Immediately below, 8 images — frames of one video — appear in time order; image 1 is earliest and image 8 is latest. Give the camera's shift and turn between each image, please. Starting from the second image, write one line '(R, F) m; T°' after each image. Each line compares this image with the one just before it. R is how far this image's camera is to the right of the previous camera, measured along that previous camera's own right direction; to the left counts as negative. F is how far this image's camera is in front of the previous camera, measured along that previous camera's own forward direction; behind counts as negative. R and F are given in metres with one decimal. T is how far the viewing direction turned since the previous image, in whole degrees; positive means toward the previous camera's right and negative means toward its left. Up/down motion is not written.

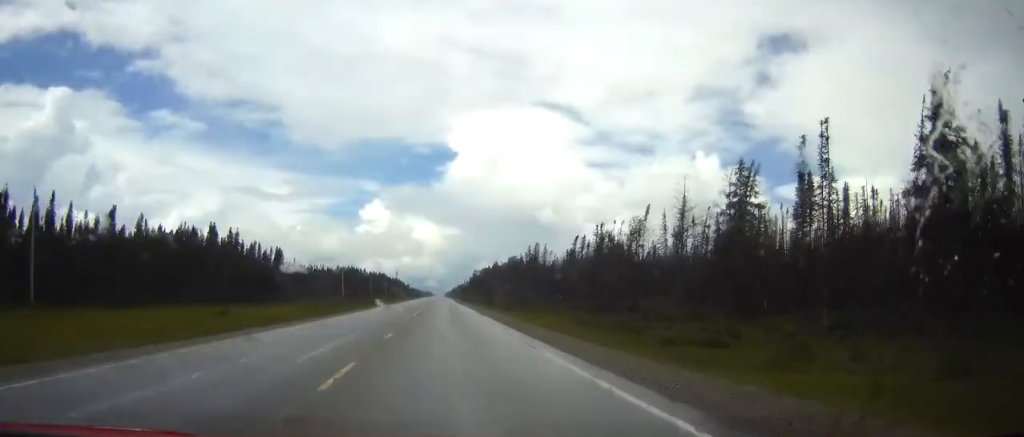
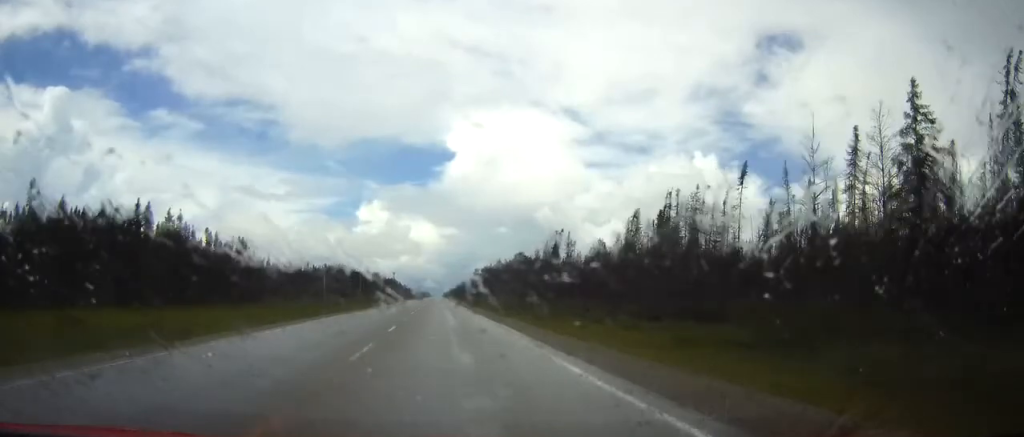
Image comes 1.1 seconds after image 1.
(0.0, +32.7) m; 0°
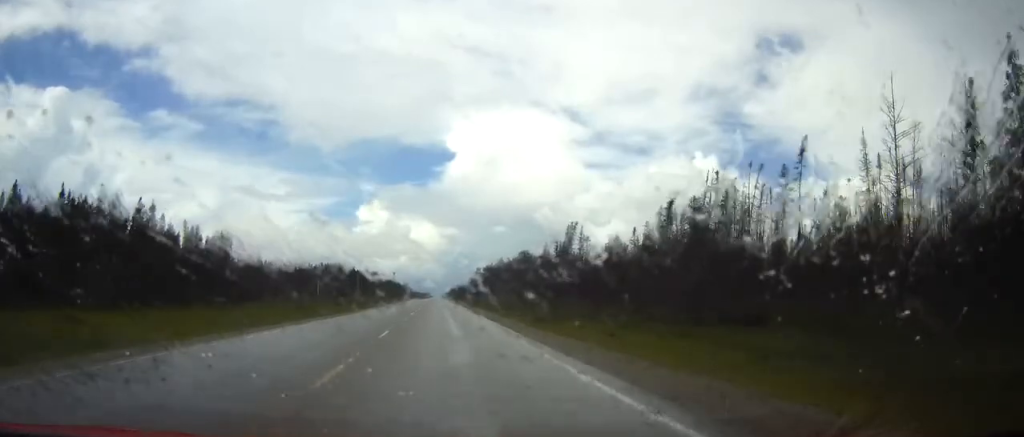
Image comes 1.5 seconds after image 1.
(0.0, +11.9) m; 0°
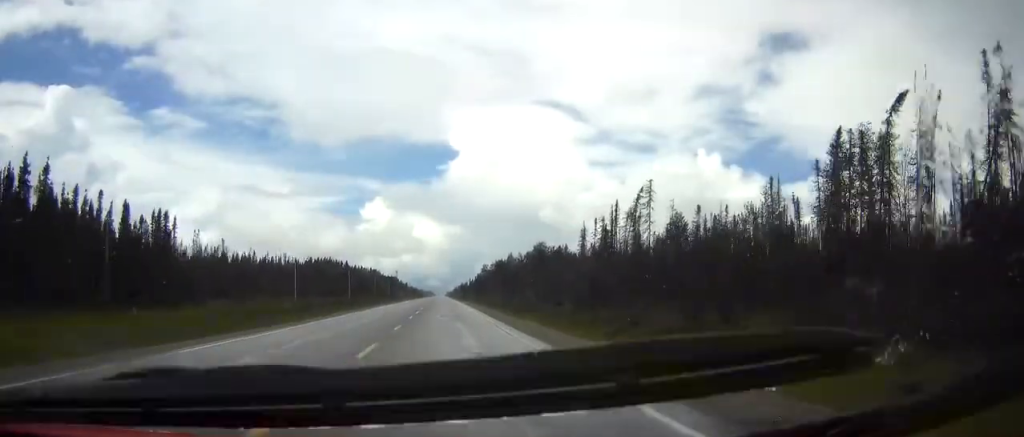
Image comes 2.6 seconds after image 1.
(0.0, +32.6) m; 0°
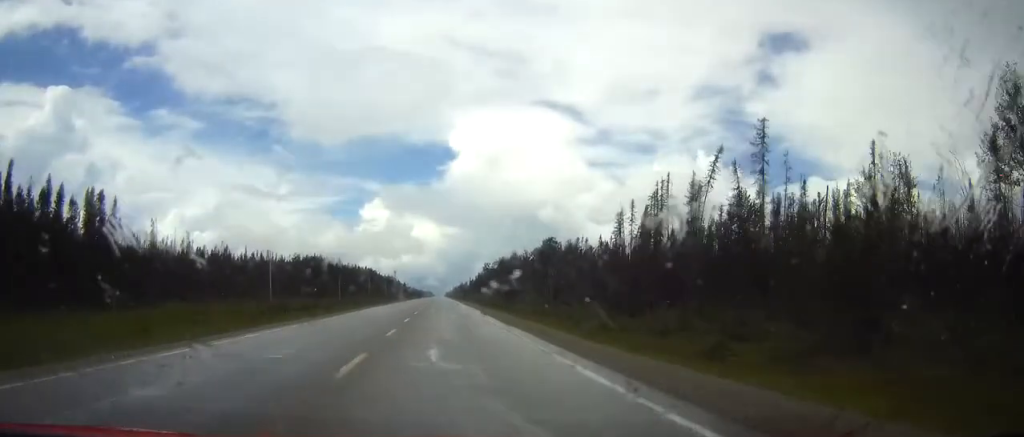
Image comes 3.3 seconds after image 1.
(+0.1, +21.7) m; 0°
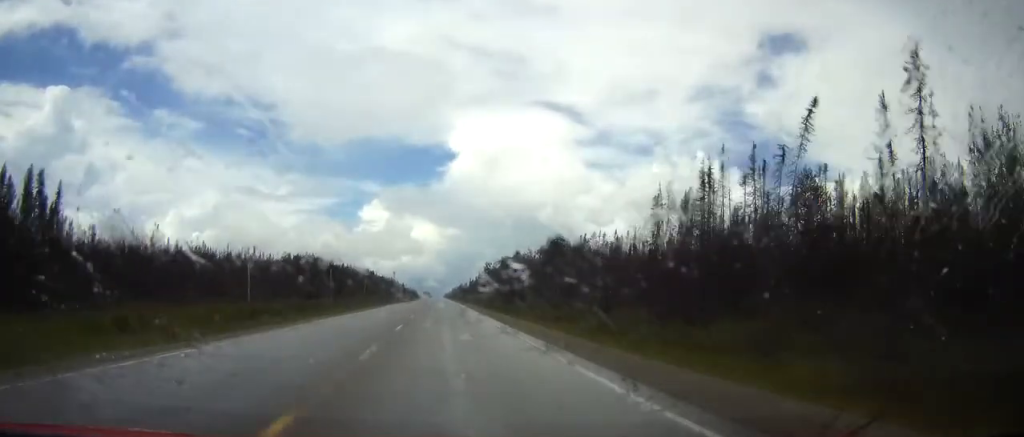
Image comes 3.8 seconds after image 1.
(0.0, +14.8) m; 0°
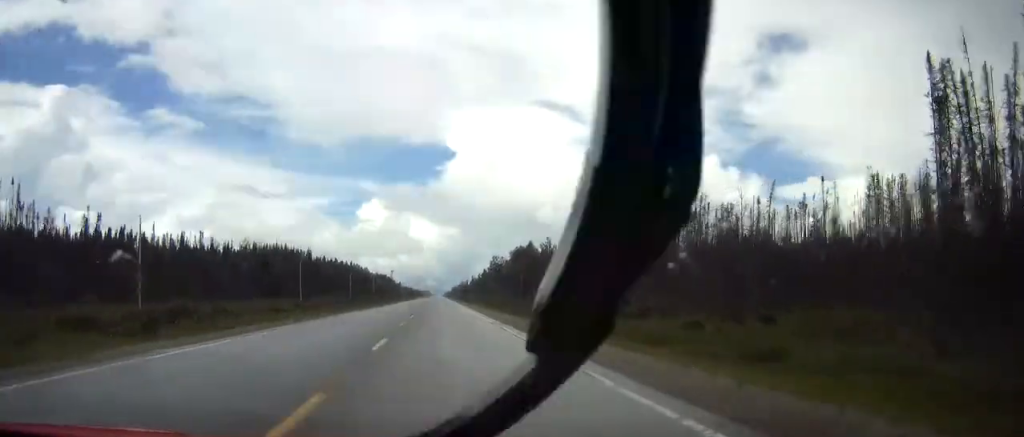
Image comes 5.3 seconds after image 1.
(0.0, +44.4) m; 0°
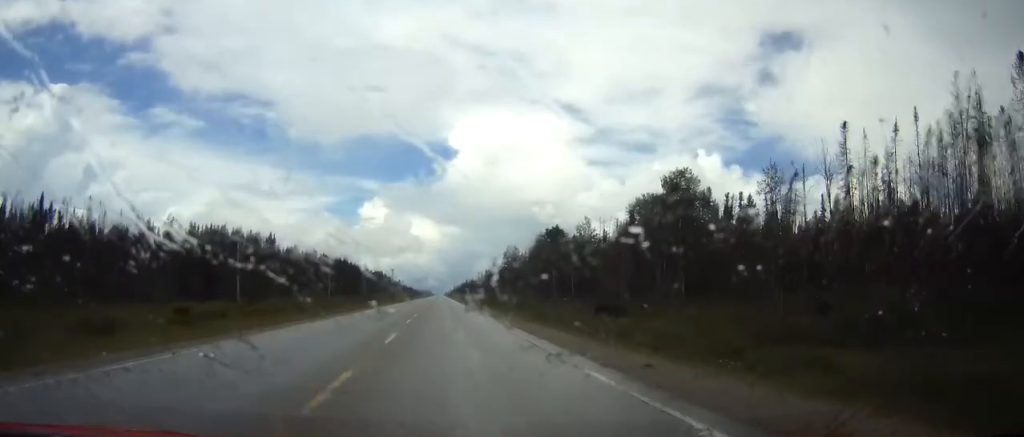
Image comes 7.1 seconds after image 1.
(+0.1, +52.4) m; 0°
